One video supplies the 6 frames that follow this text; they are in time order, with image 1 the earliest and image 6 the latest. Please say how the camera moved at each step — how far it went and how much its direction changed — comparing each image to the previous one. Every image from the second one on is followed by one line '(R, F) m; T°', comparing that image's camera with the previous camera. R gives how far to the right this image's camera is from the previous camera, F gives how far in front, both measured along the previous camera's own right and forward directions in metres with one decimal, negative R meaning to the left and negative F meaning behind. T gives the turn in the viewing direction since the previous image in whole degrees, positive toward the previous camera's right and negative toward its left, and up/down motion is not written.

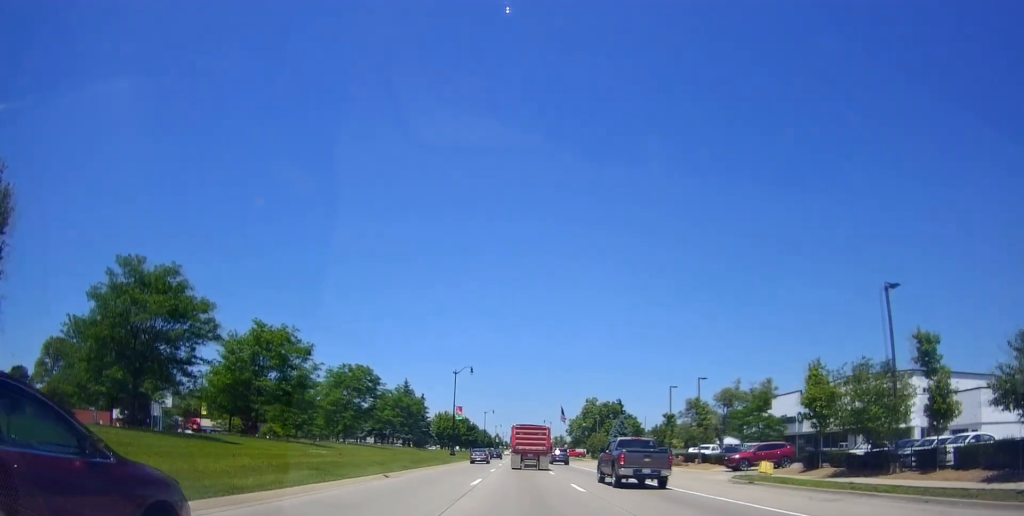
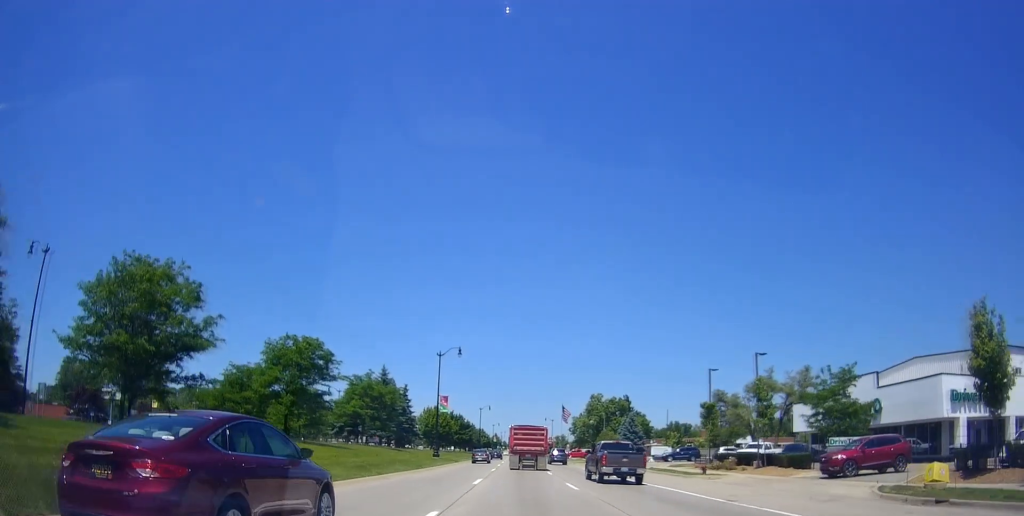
(-0.2, +13.0) m; 0°
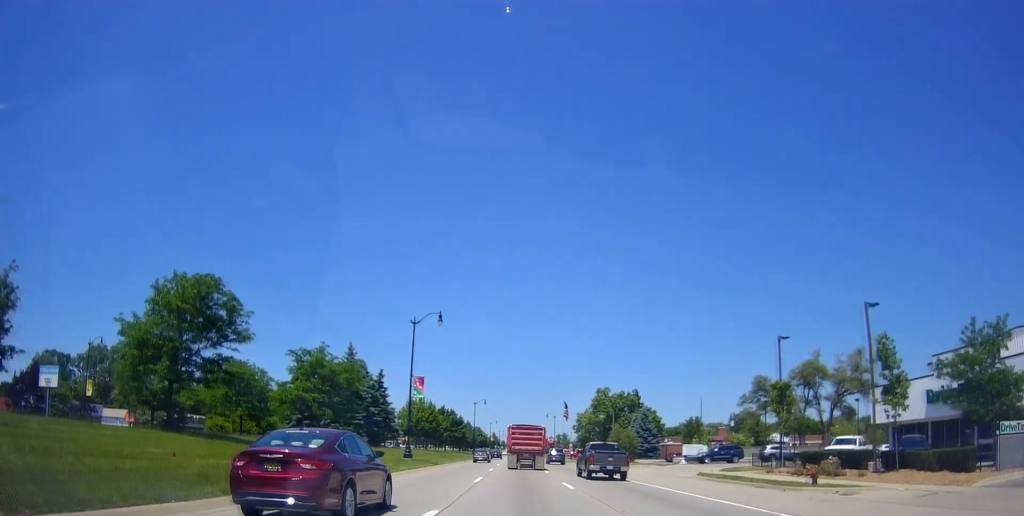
(-0.1, +13.4) m; +1°
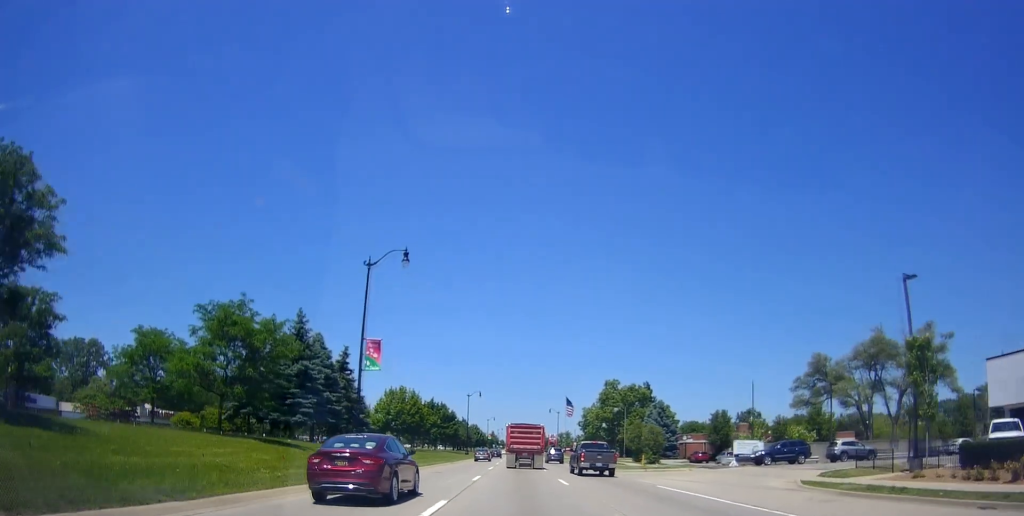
(+0.3, +13.5) m; +1°
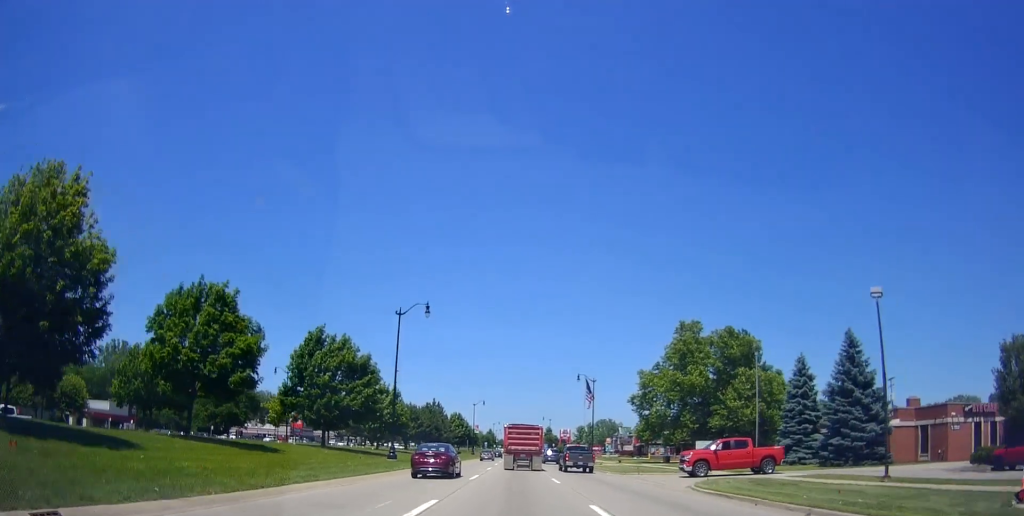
(-0.6, +61.1) m; -1°
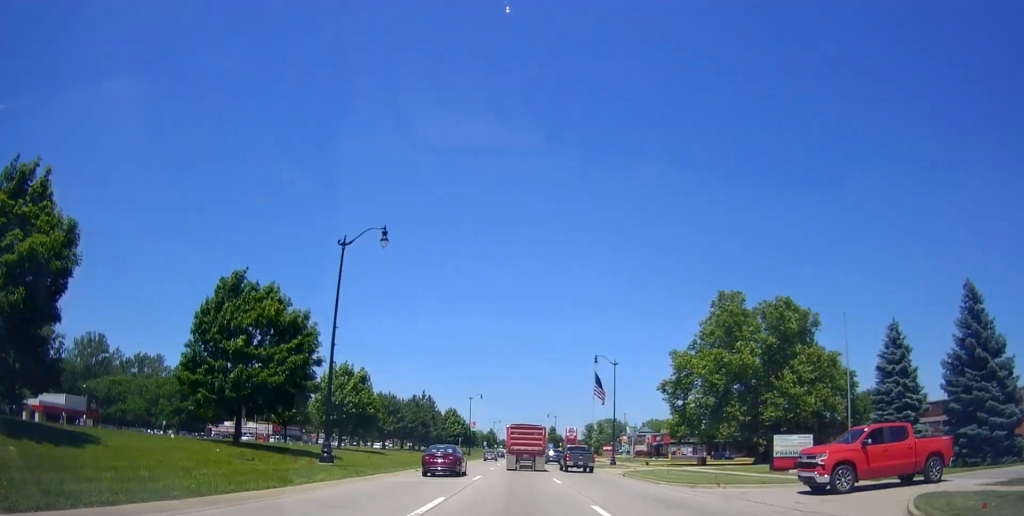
(-0.3, +14.6) m; 0°
